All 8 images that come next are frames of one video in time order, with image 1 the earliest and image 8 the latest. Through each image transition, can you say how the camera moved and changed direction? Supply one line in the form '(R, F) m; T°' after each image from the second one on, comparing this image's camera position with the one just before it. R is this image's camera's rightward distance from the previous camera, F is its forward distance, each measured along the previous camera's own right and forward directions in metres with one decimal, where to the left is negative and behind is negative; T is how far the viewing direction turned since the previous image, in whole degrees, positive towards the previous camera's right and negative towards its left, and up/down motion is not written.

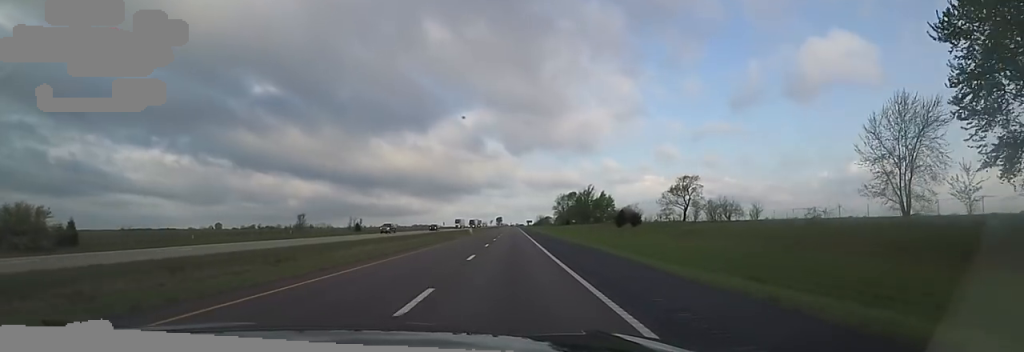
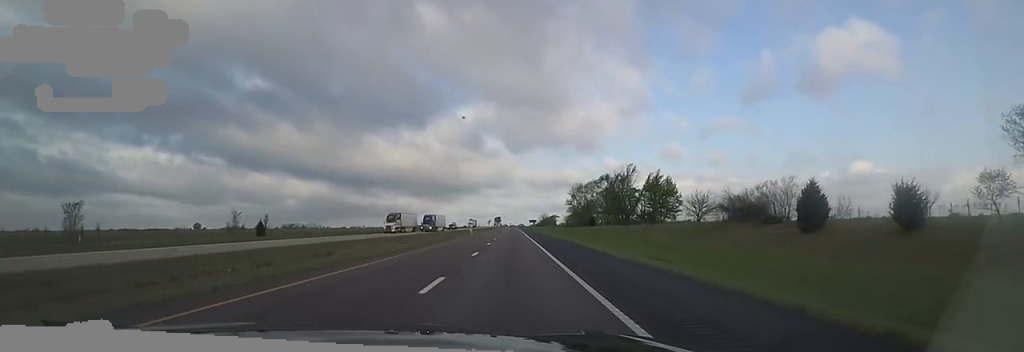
(0.0, +59.1) m; +2°
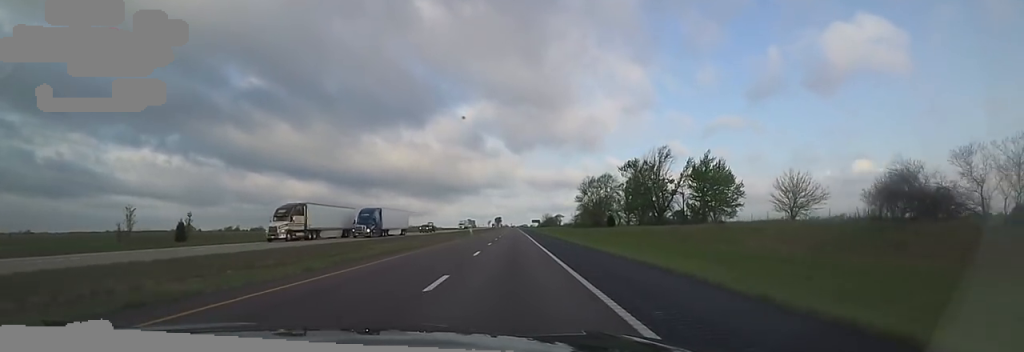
(+0.9, +23.7) m; 0°
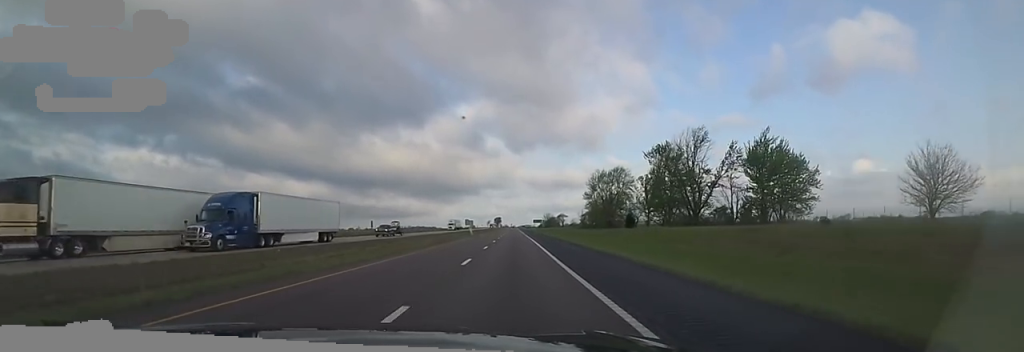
(+0.5, +17.0) m; 0°
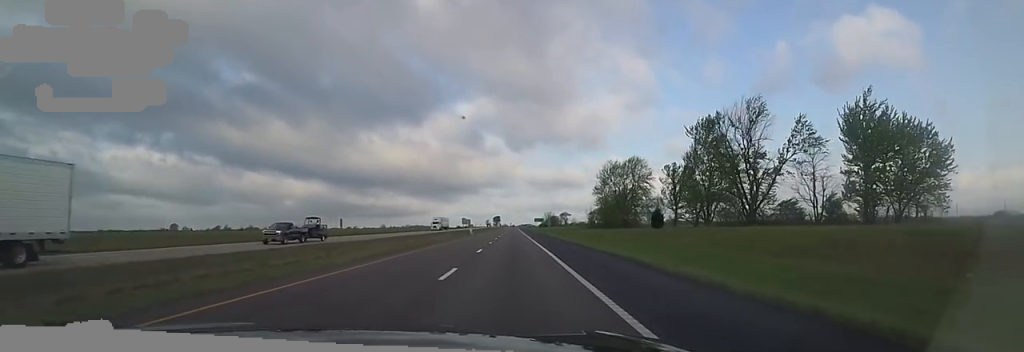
(-0.7, +17.0) m; -1°
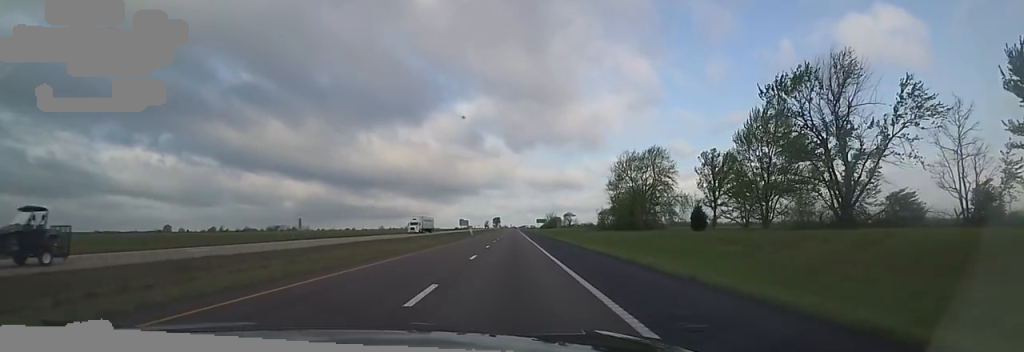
(-0.3, +15.9) m; -1°
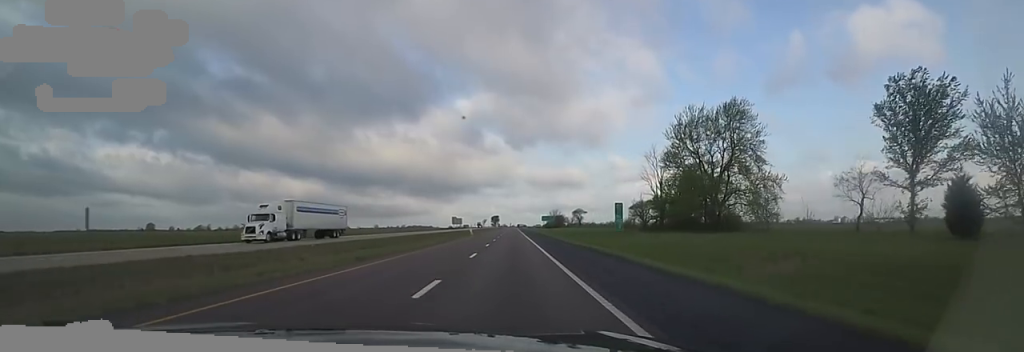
(0.0, +35.4) m; 0°
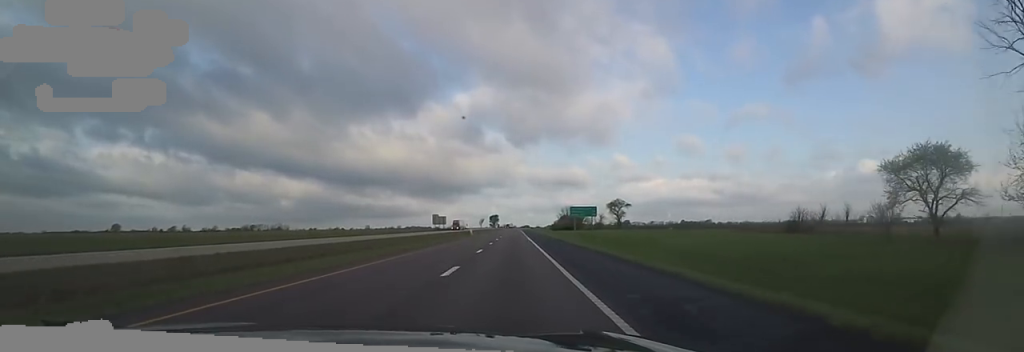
(+2.8, +68.7) m; +2°
